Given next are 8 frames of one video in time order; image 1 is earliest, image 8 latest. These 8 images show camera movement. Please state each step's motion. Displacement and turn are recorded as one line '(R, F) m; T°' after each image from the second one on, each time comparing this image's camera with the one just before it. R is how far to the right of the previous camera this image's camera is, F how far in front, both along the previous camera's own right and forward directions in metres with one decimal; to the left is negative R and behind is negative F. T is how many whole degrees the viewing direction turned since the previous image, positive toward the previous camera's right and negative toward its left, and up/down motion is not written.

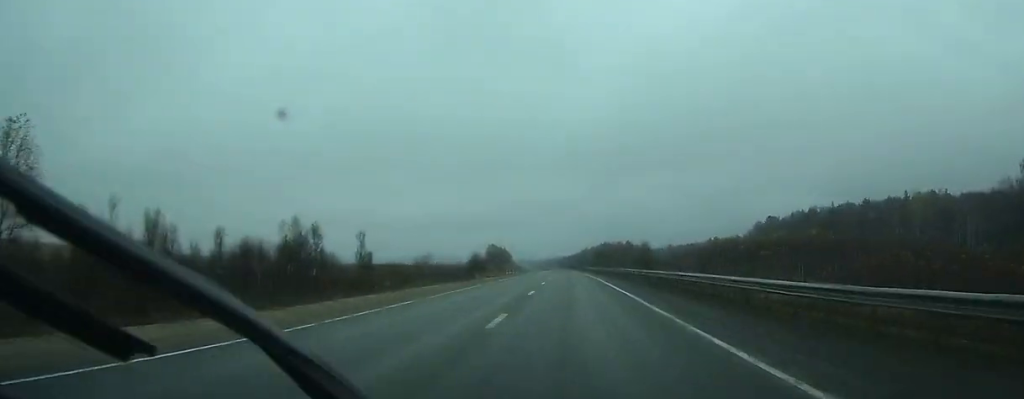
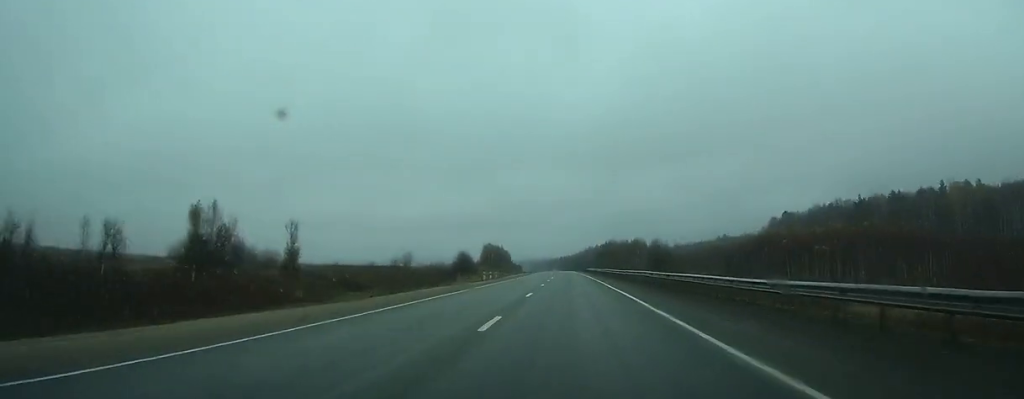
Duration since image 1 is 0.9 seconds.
(-0.1, +24.4) m; 0°
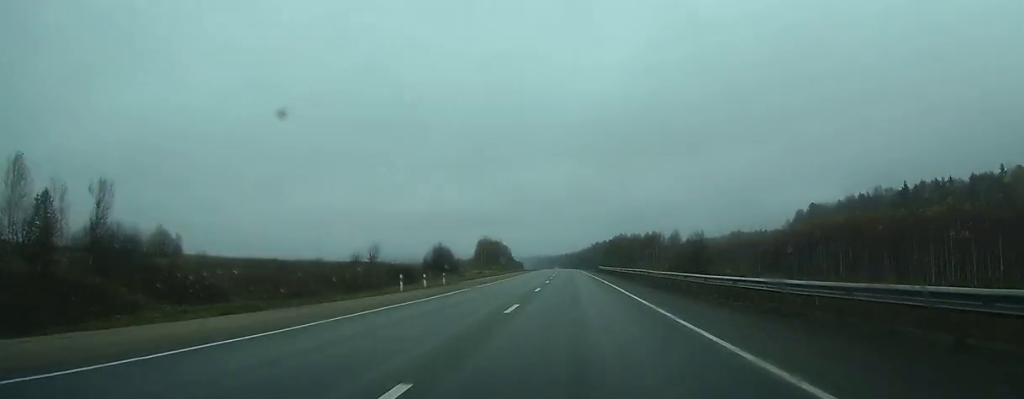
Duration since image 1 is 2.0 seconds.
(0.0, +31.9) m; 0°
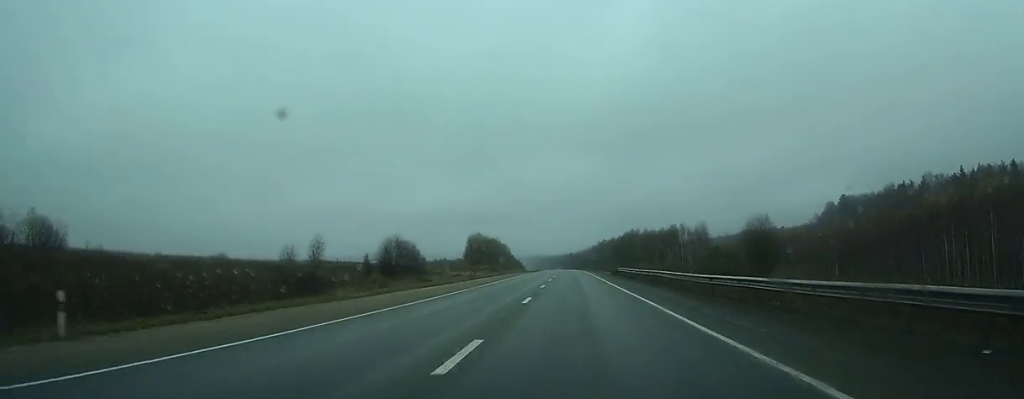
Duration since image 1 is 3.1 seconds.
(-0.3, +32.2) m; 0°
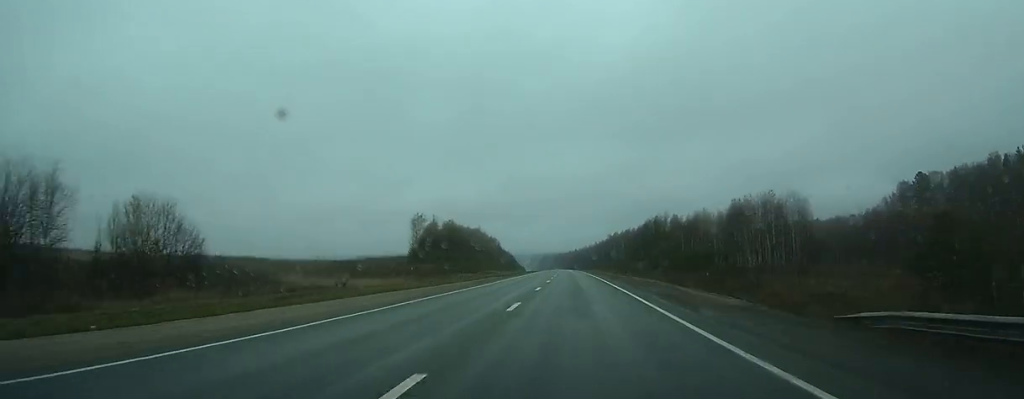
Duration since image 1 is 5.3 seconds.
(-0.3, +62.6) m; 0°
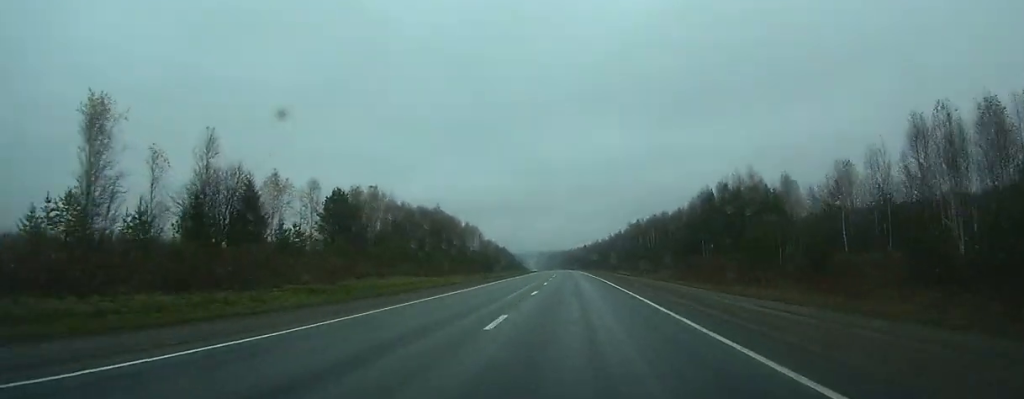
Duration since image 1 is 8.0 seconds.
(-0.4, +76.2) m; -1°
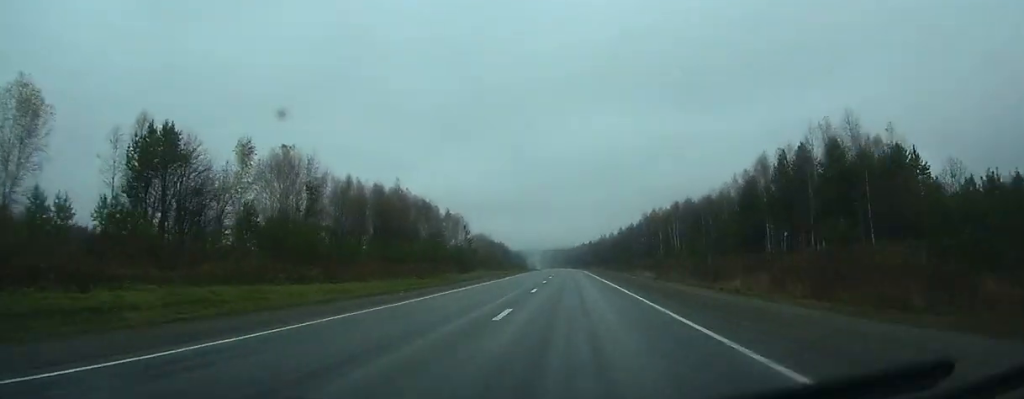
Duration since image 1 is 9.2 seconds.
(-0.2, +34.5) m; 0°
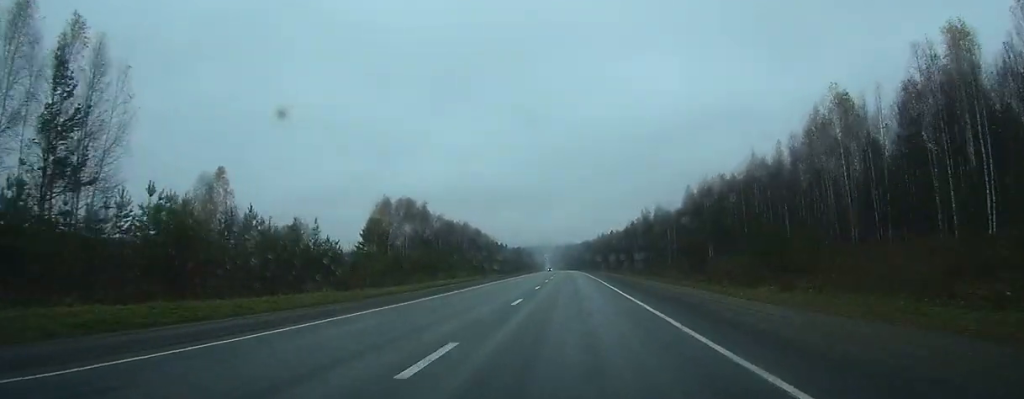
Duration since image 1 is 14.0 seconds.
(-1.5, +138.5) m; -1°
